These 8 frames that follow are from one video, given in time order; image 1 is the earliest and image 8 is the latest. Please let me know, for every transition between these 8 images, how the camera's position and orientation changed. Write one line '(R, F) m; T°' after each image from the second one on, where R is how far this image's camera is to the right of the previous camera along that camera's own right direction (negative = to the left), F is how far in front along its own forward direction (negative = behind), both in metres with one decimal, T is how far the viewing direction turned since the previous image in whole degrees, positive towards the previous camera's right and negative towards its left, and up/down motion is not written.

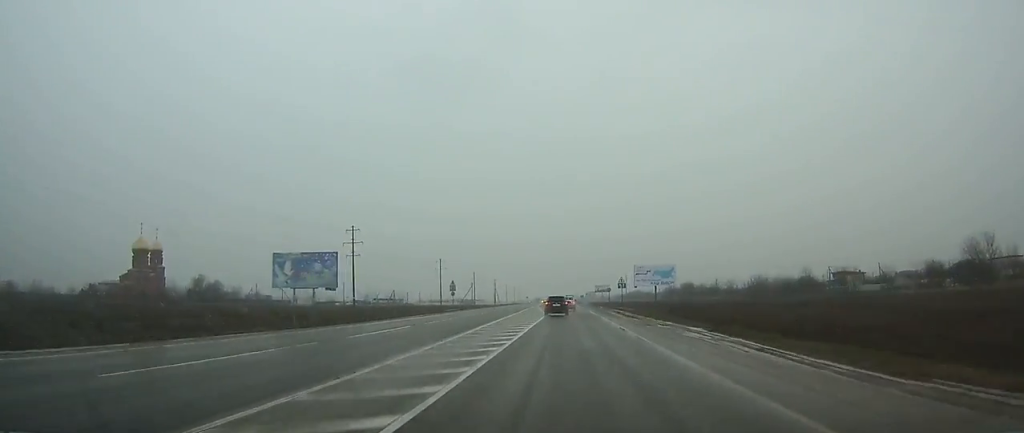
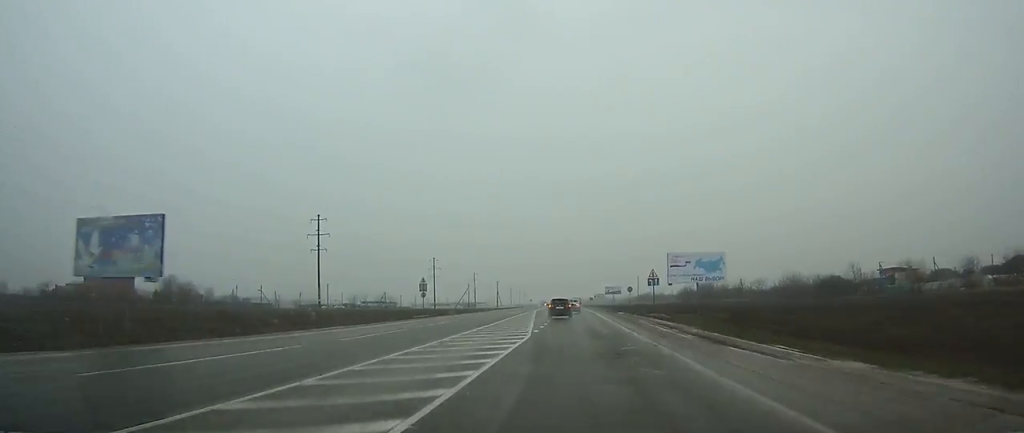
(0.0, +23.9) m; 0°
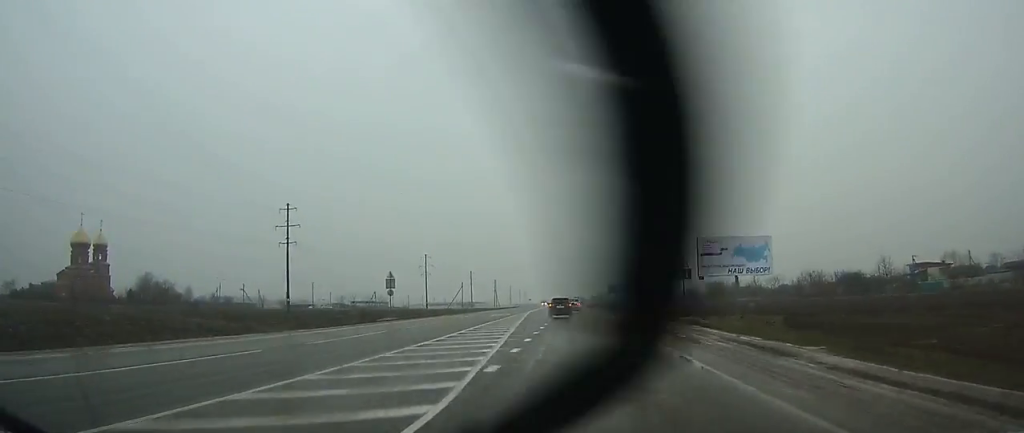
(0.0, +14.0) m; 0°
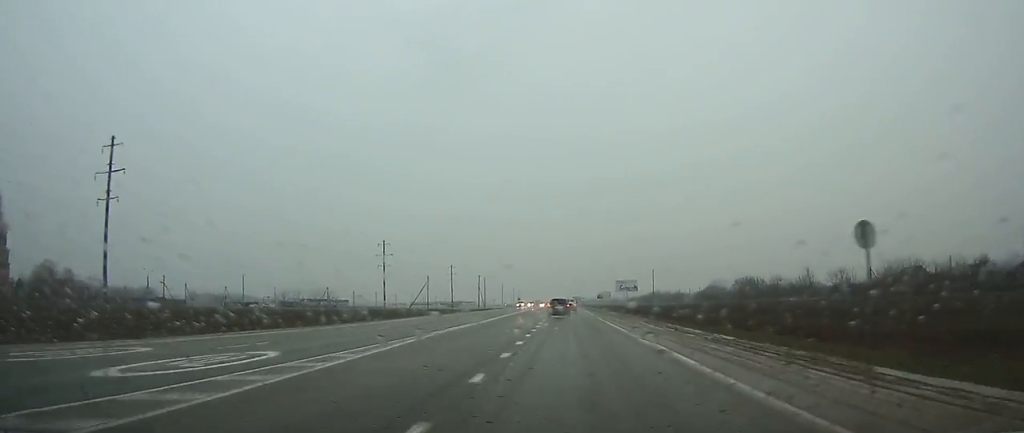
(-0.1, +46.0) m; 0°
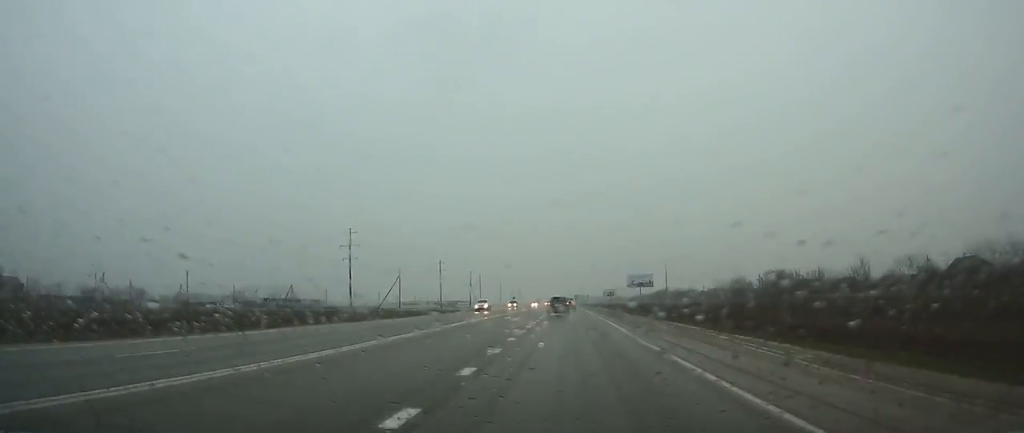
(0.0, +27.7) m; 0°
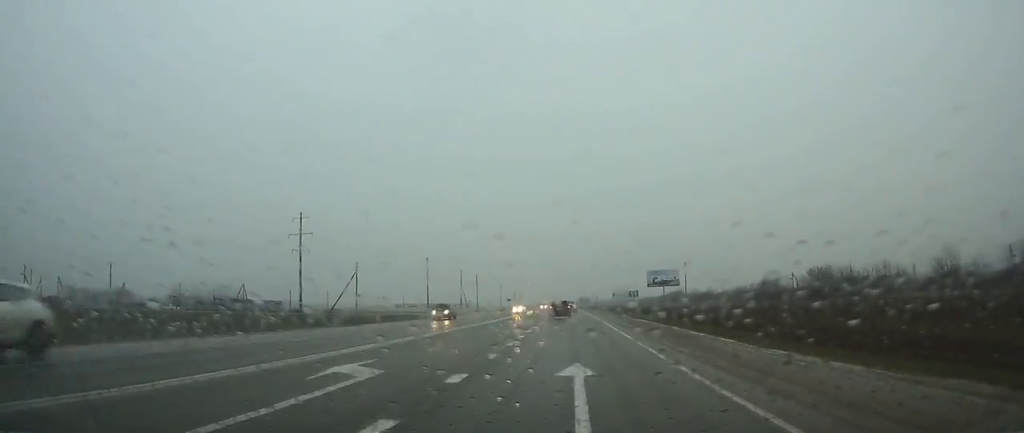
(0.0, +28.8) m; 0°
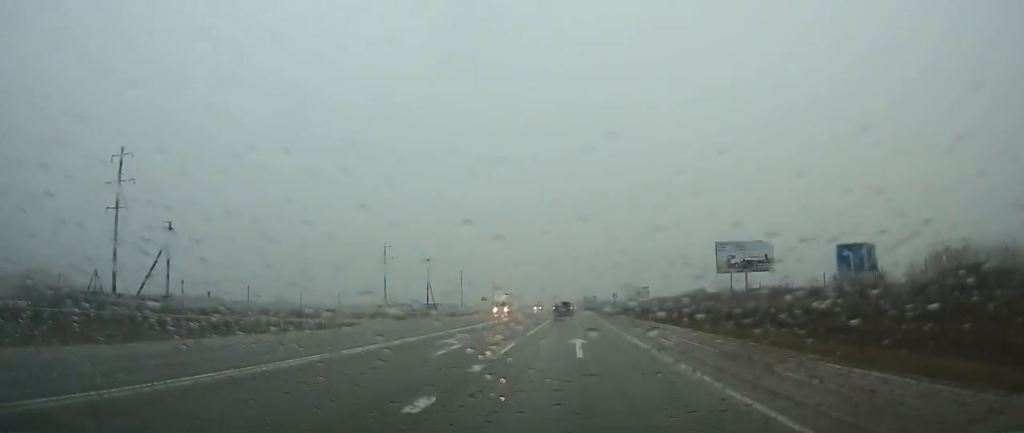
(-0.2, +50.7) m; 0°
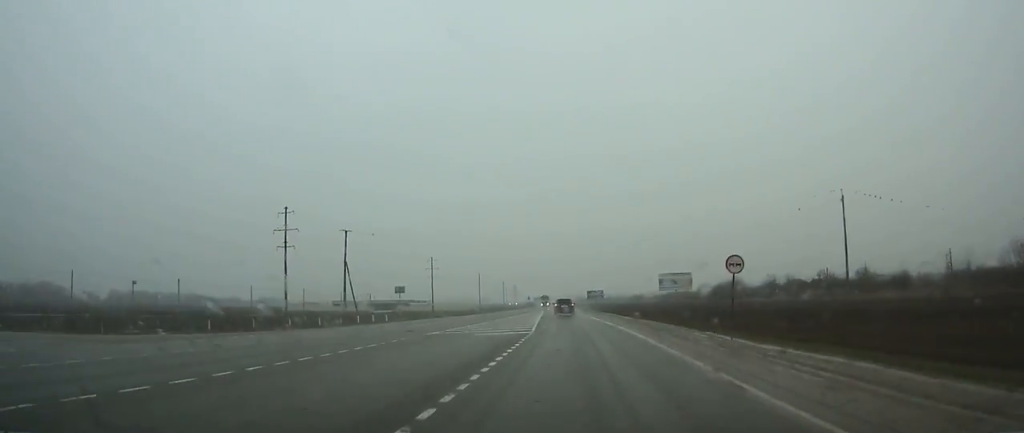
(0.0, +58.4) m; 0°
